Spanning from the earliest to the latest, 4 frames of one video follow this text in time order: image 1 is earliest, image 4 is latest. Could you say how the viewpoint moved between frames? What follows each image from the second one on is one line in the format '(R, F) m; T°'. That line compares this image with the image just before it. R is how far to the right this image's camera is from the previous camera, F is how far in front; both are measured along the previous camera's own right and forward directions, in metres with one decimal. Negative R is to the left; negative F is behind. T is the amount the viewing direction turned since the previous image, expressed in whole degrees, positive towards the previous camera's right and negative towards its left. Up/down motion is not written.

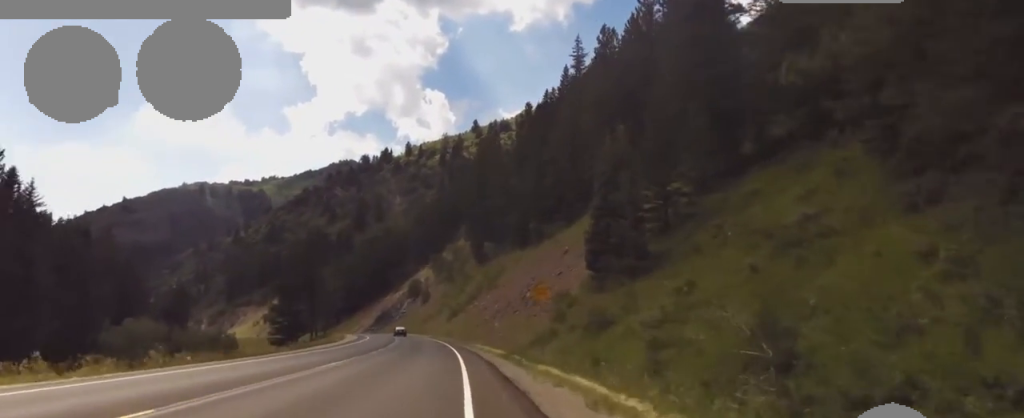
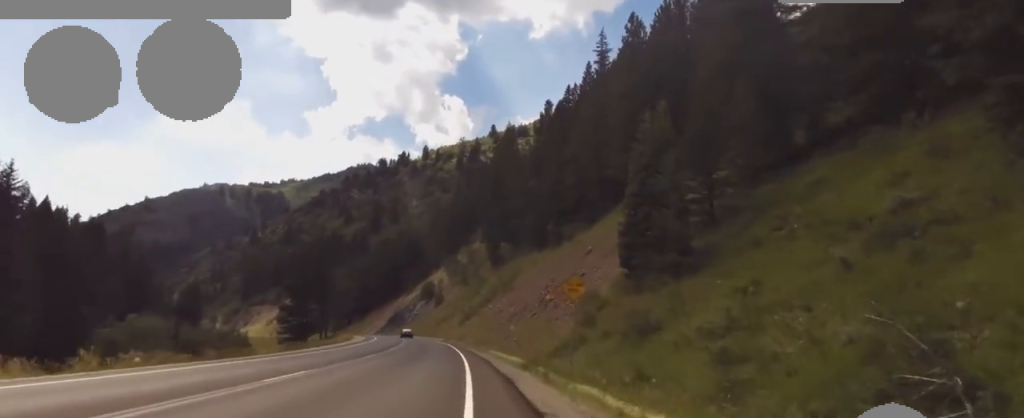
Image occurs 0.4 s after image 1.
(-0.5, +5.4) m; -3°
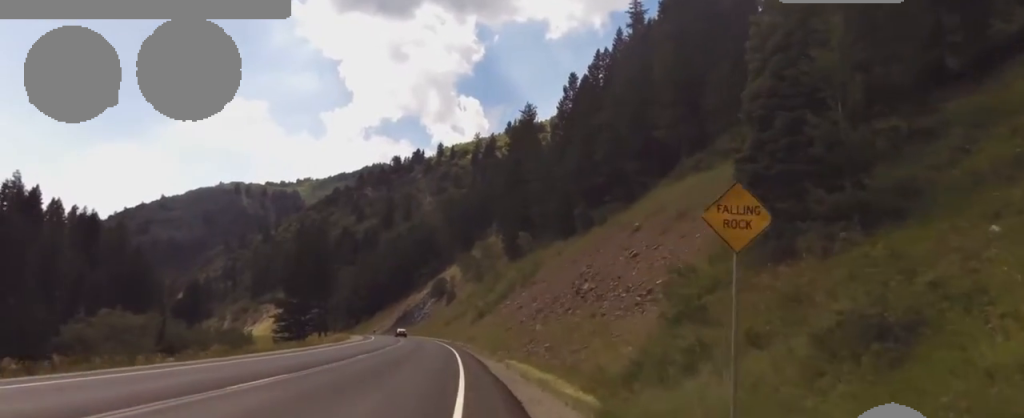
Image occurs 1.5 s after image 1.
(-1.1, +14.0) m; -5°
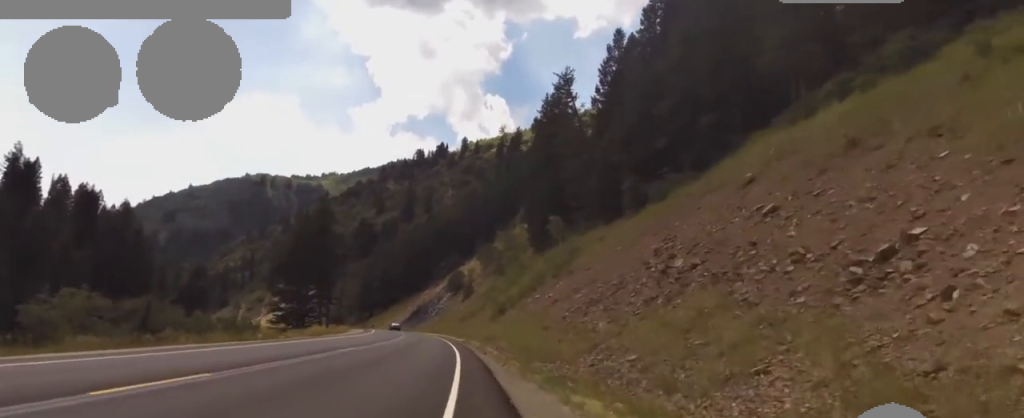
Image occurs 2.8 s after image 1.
(+0.1, +16.8) m; +1°
